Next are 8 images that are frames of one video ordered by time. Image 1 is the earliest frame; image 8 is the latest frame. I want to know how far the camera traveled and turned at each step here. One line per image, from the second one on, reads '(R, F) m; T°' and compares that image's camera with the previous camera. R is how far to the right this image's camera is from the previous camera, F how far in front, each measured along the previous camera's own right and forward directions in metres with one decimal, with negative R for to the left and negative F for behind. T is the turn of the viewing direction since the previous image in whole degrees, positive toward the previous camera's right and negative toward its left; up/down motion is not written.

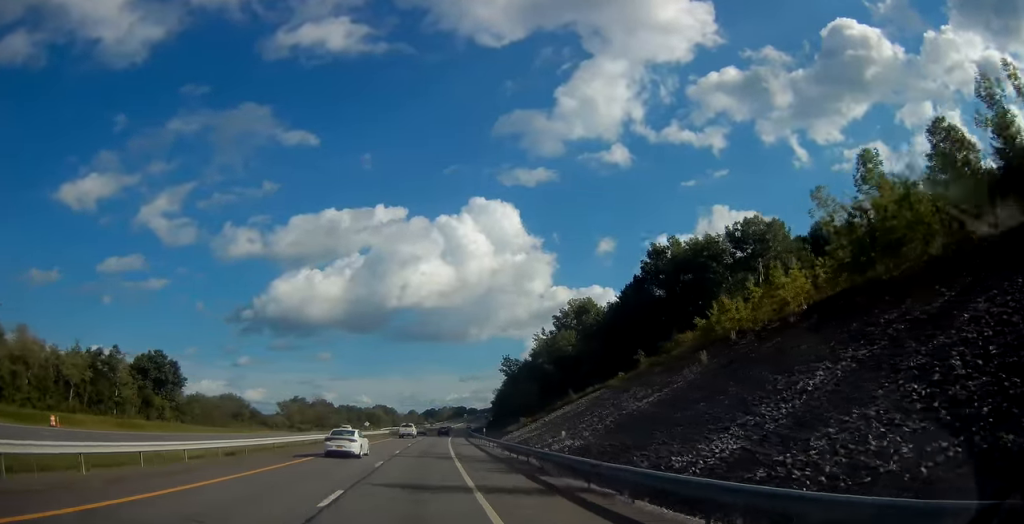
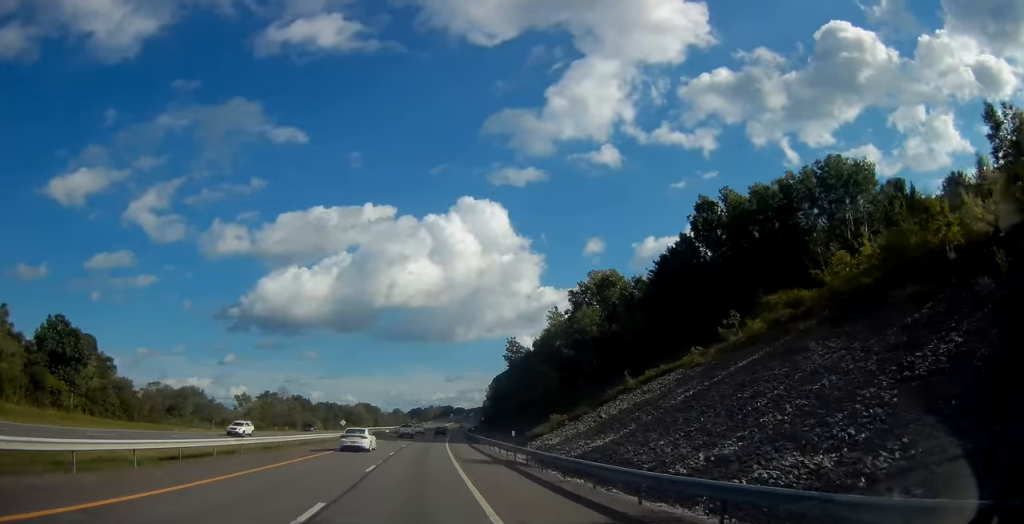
(+0.3, +27.0) m; +1°
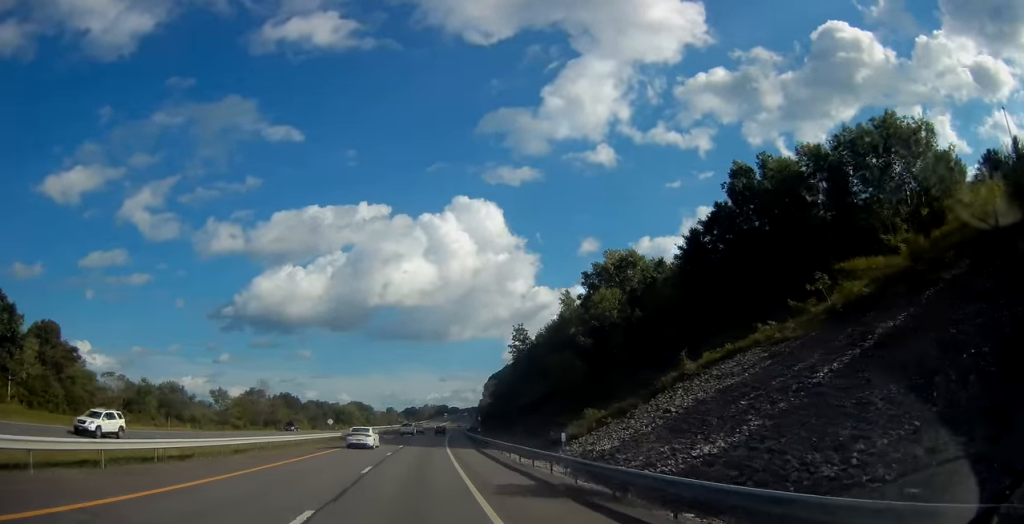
(+0.2, +13.5) m; 0°
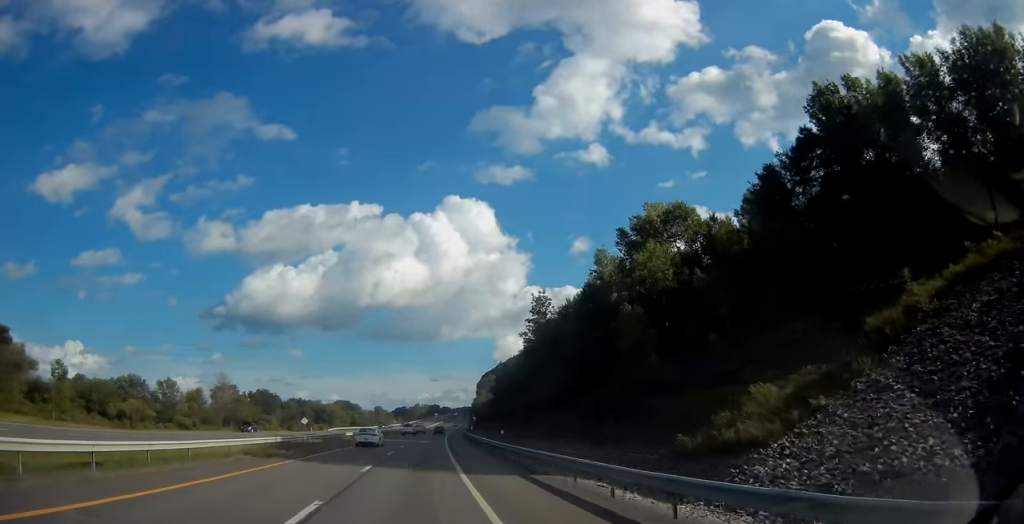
(+0.1, +23.0) m; +1°
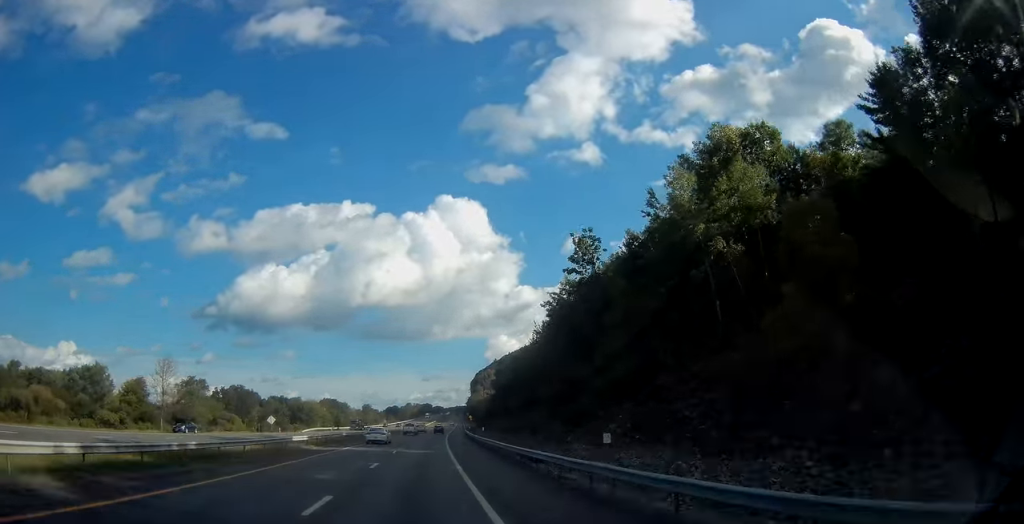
(+0.1, +23.1) m; +1°
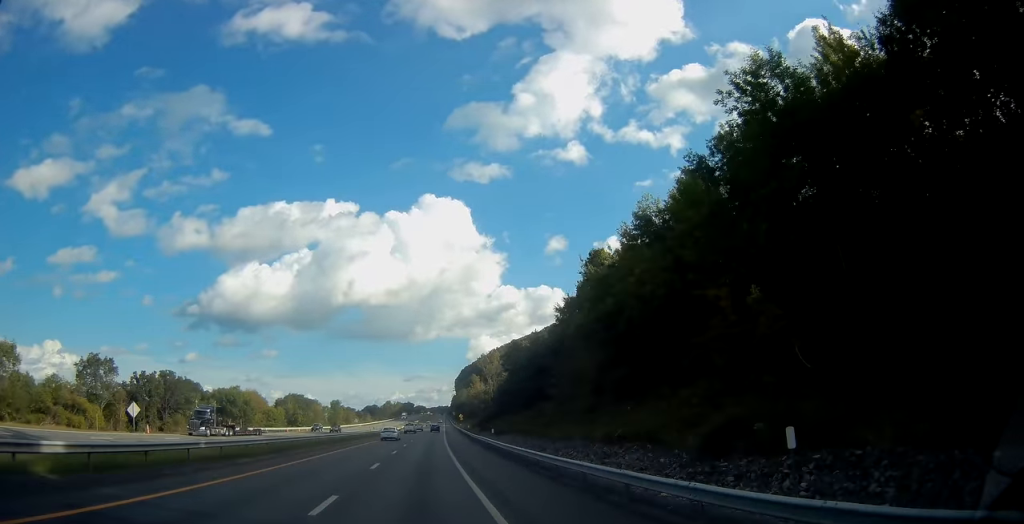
(+1.2, +49.1) m; +2°
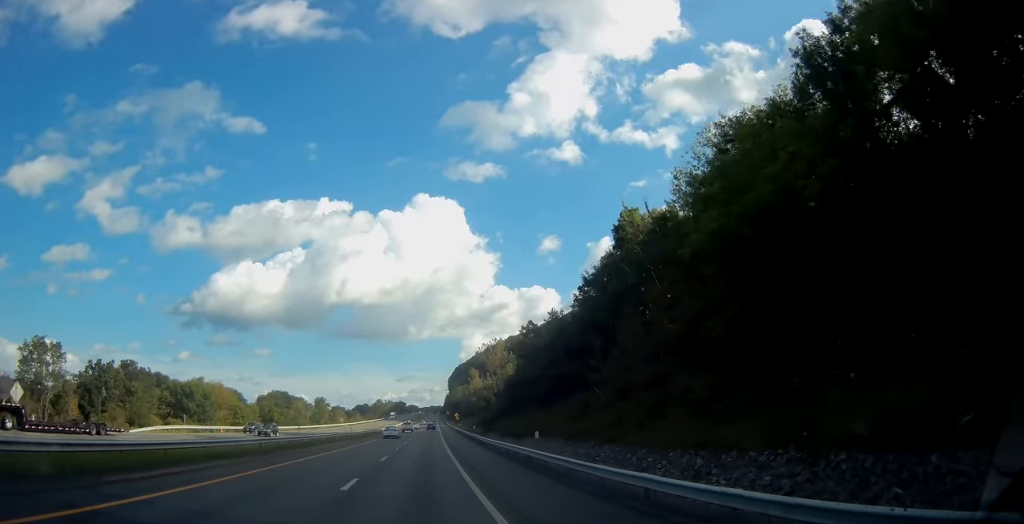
(0.0, +20.2) m; +1°
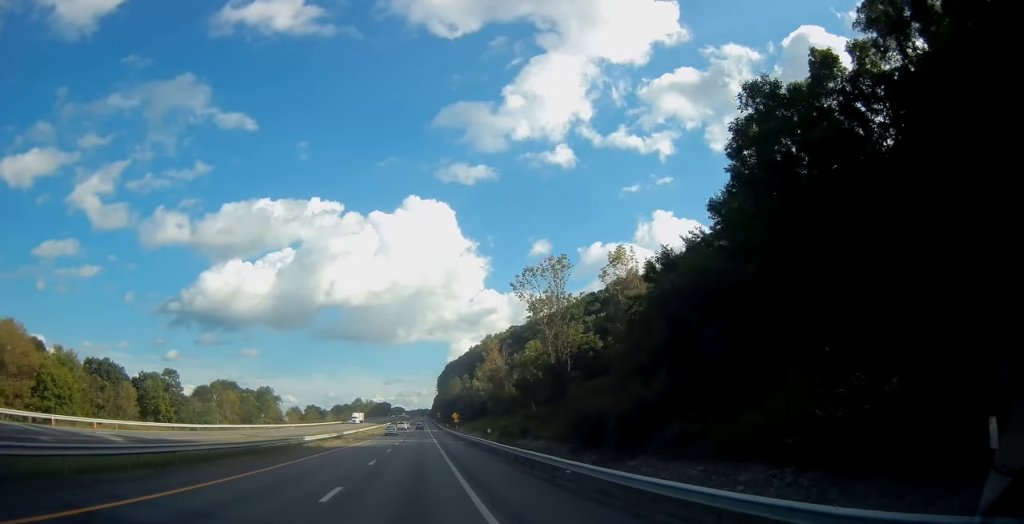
(+1.2, +63.1) m; +1°
